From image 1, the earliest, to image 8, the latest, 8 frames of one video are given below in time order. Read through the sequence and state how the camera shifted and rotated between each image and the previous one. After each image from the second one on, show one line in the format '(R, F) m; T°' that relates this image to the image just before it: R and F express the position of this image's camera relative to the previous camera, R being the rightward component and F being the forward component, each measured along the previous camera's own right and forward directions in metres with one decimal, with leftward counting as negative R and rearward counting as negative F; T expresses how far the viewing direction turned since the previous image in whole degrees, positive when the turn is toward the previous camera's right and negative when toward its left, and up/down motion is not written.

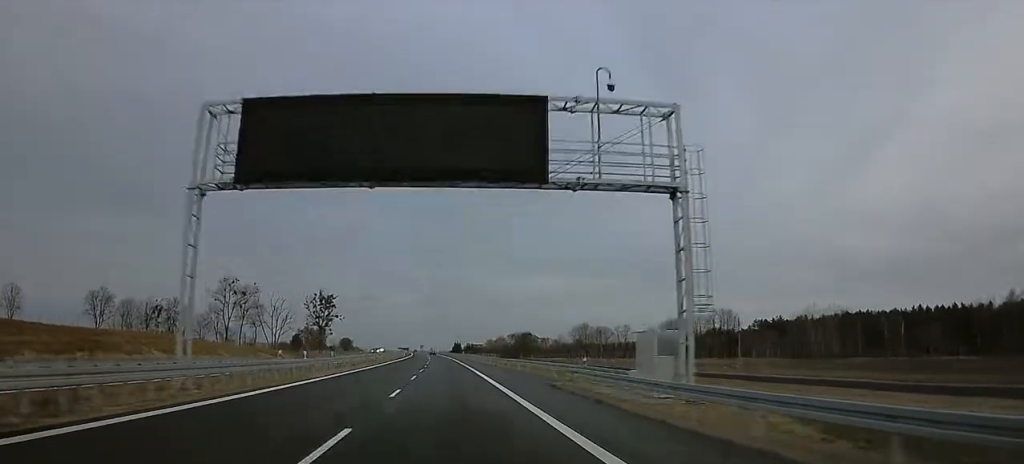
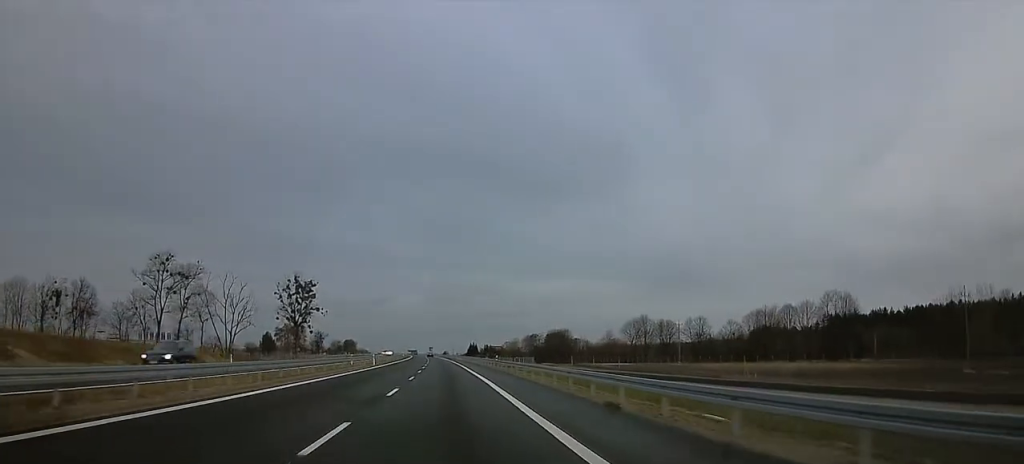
(-0.5, +69.9) m; -3°
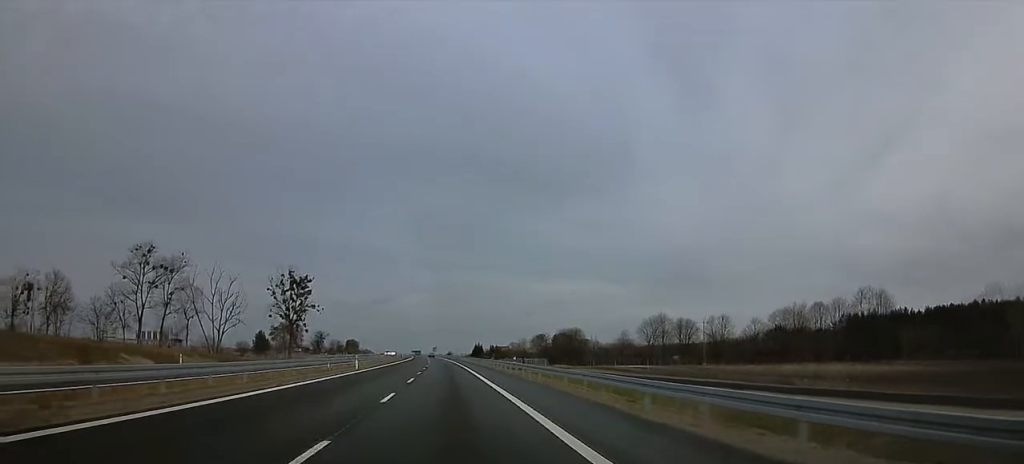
(-0.3, +14.3) m; -1°
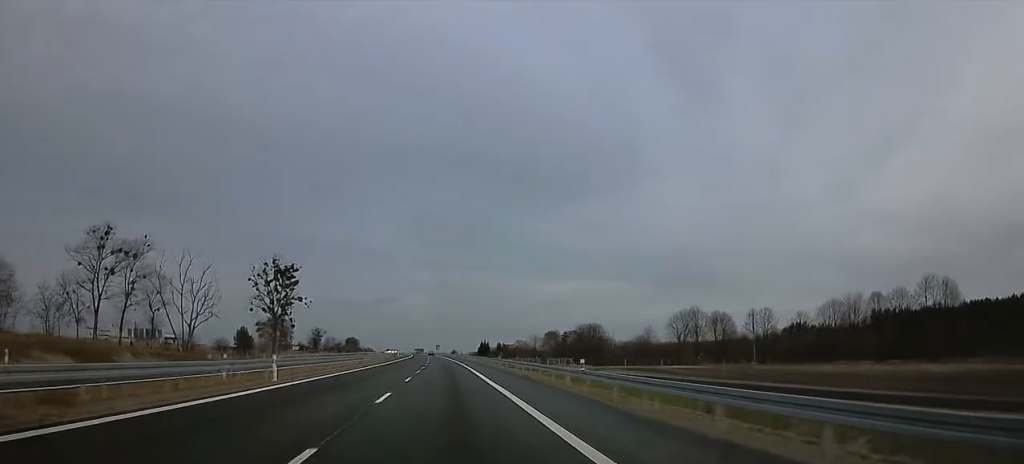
(-0.7, +24.4) m; -1°
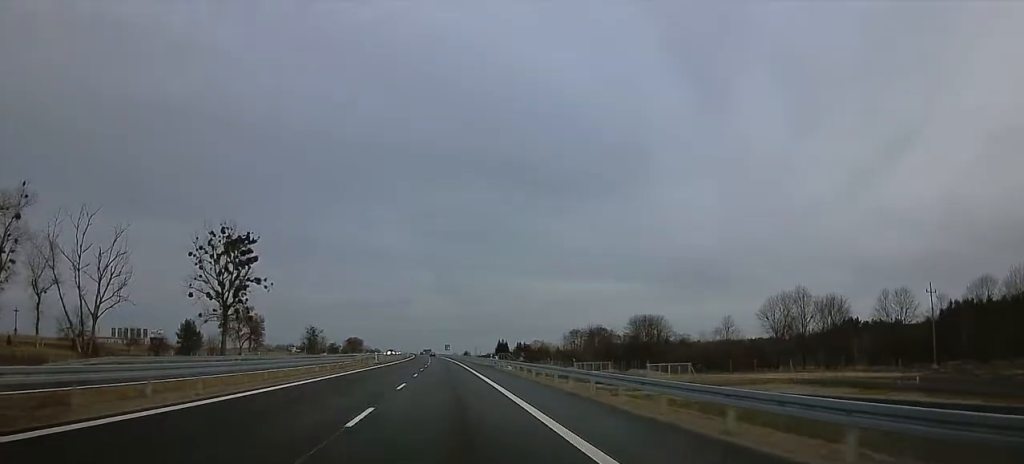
(+1.0, +51.9) m; 0°
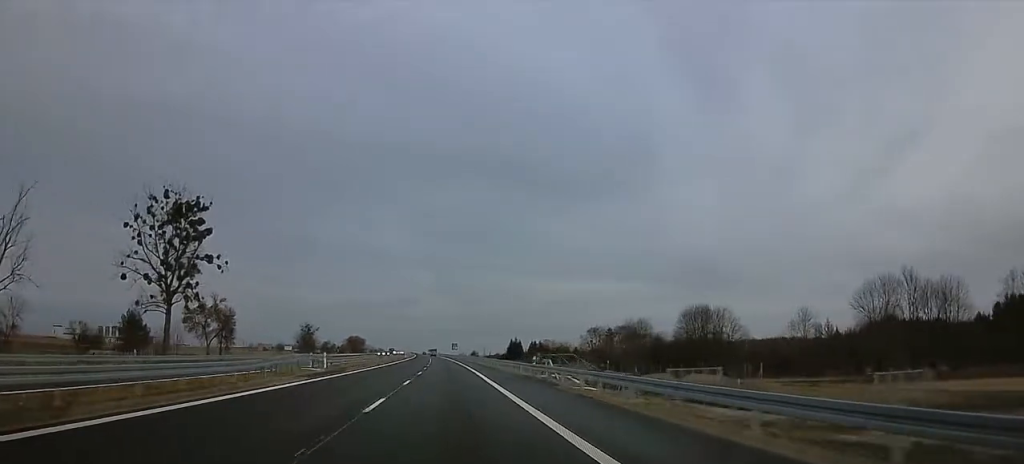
(-0.6, +32.7) m; -1°
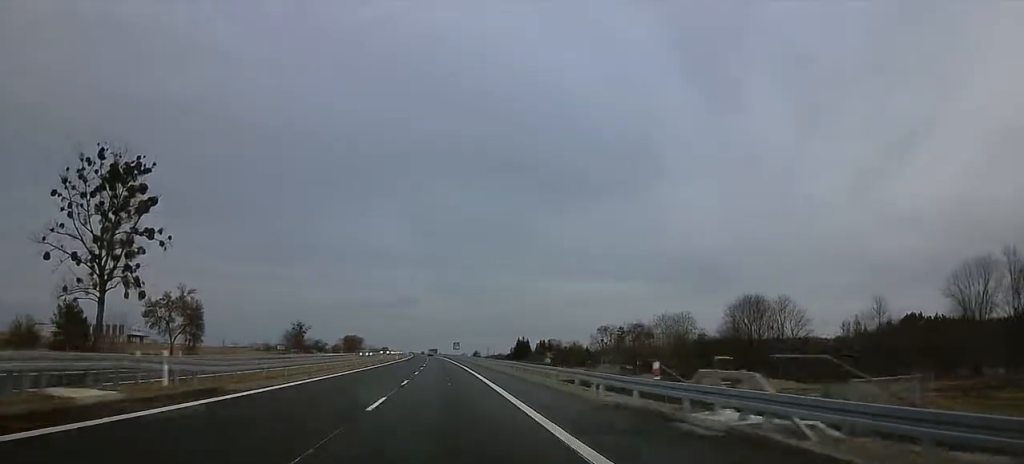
(-0.1, +23.5) m; 0°
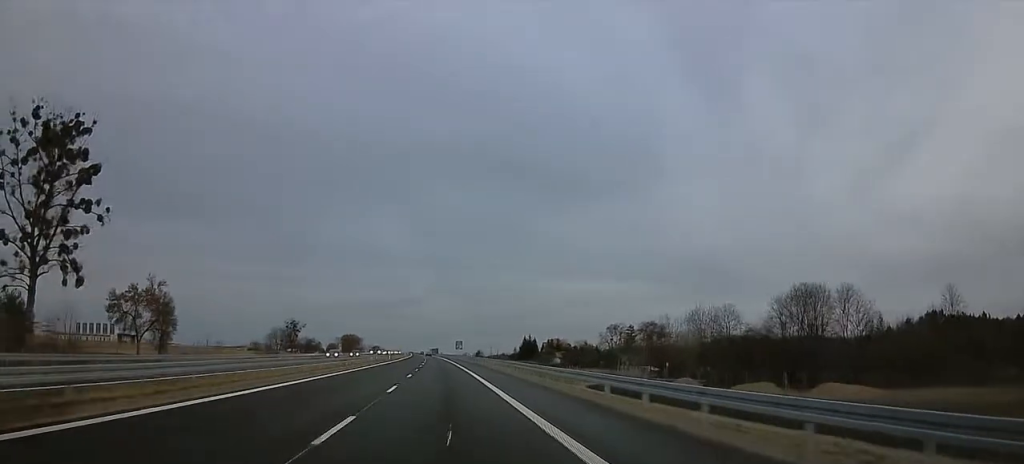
(0.0, +17.4) m; 0°
